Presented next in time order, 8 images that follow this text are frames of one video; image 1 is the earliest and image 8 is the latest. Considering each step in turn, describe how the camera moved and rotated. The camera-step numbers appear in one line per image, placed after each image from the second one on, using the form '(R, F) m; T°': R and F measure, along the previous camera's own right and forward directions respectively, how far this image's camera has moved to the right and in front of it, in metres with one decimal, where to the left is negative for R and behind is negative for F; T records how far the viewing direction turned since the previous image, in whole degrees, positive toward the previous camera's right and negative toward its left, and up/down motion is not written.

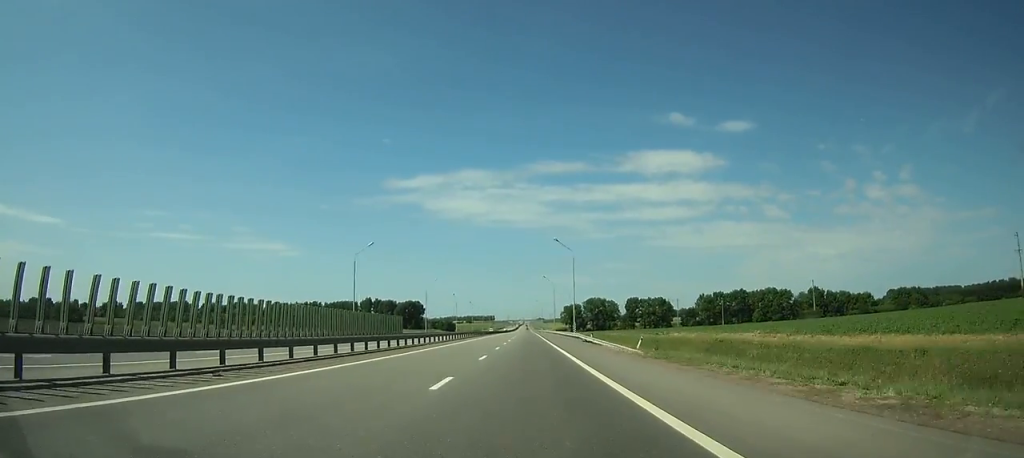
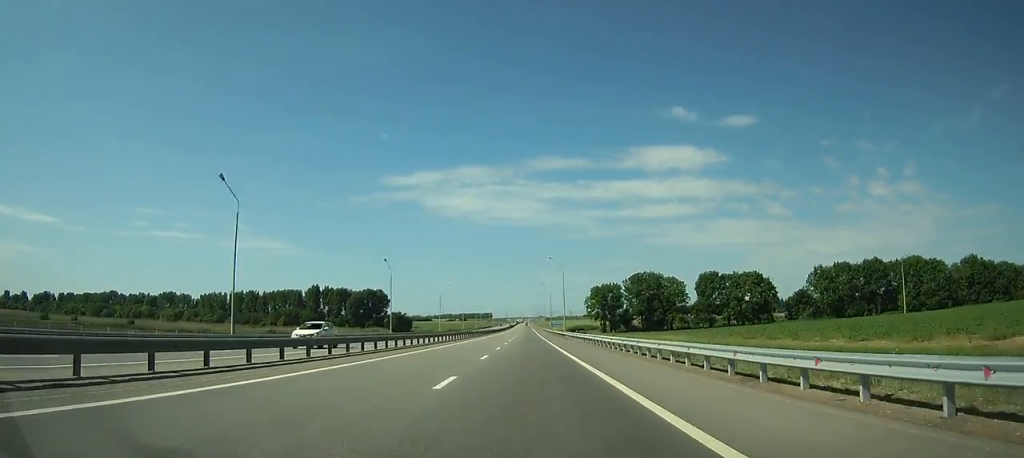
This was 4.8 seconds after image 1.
(+0.2, +148.0) m; 0°
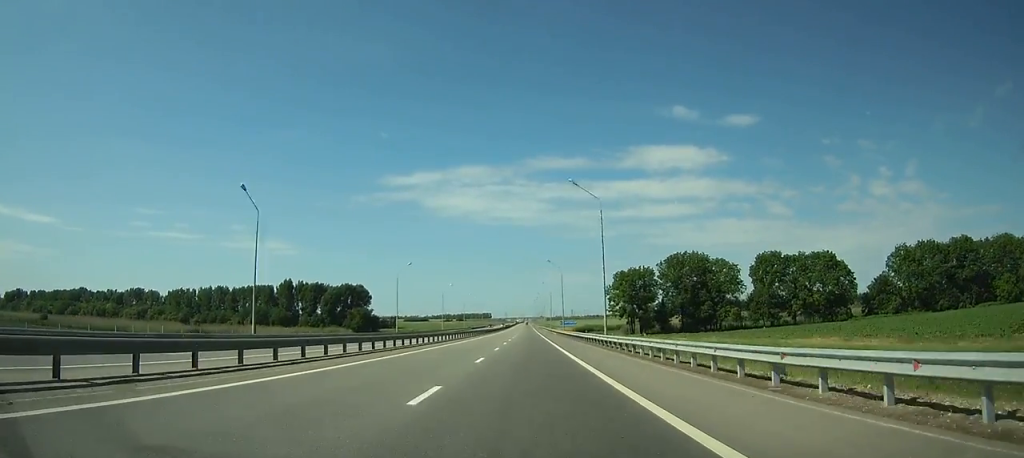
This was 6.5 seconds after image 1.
(0.0, +51.3) m; 0°
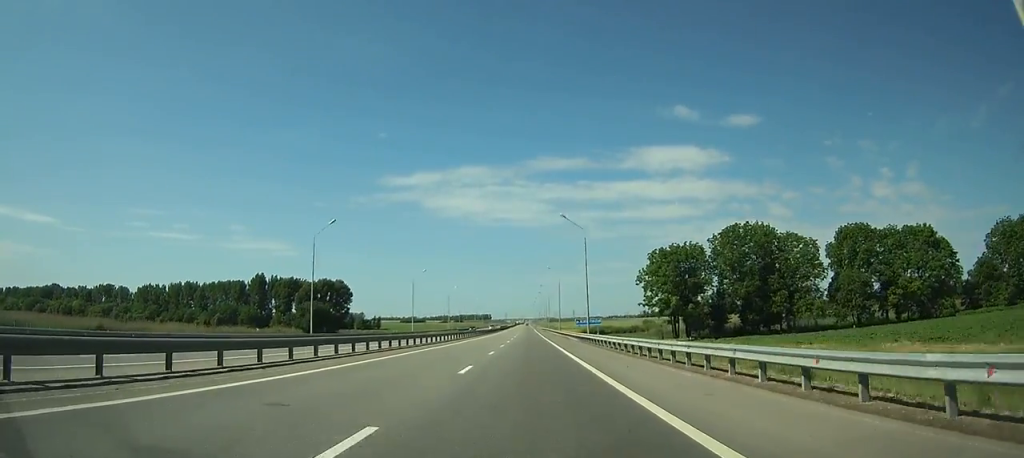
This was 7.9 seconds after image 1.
(0.0, +41.4) m; 0°
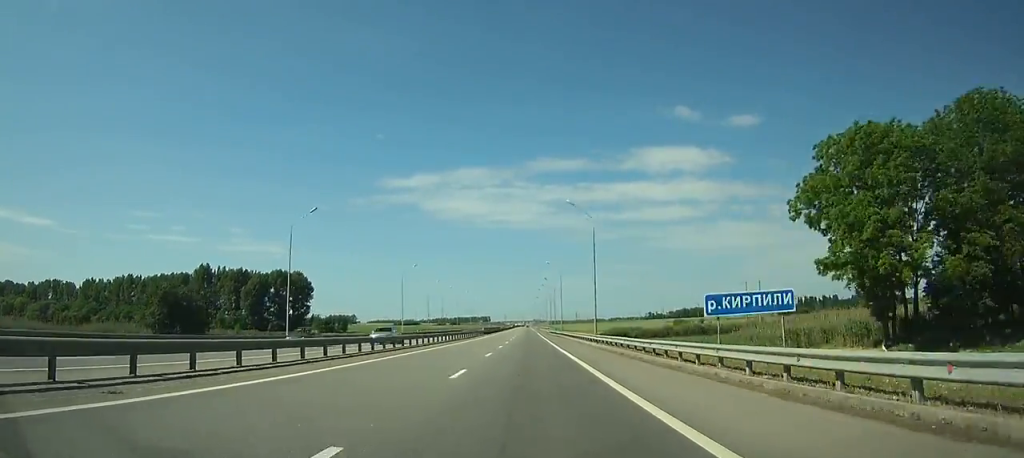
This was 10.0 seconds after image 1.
(-0.1, +60.4) m; 0°
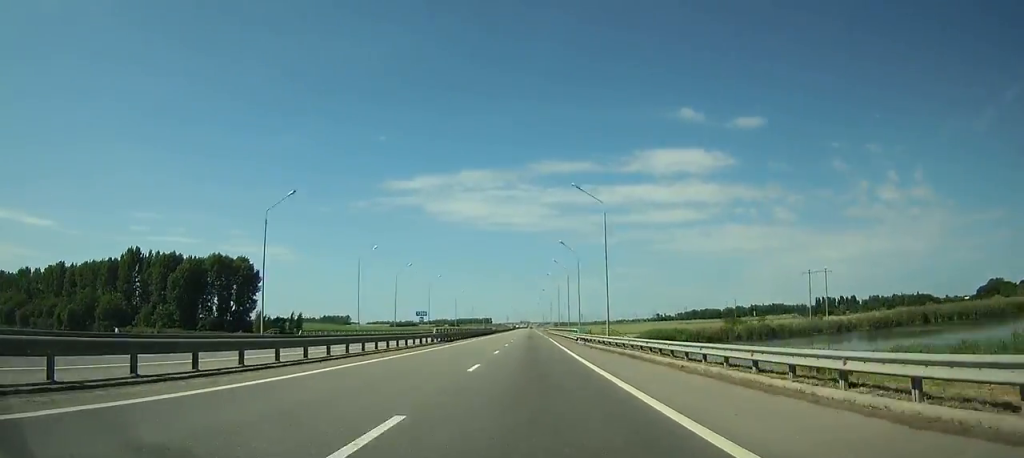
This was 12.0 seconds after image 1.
(-0.1, +56.5) m; 0°
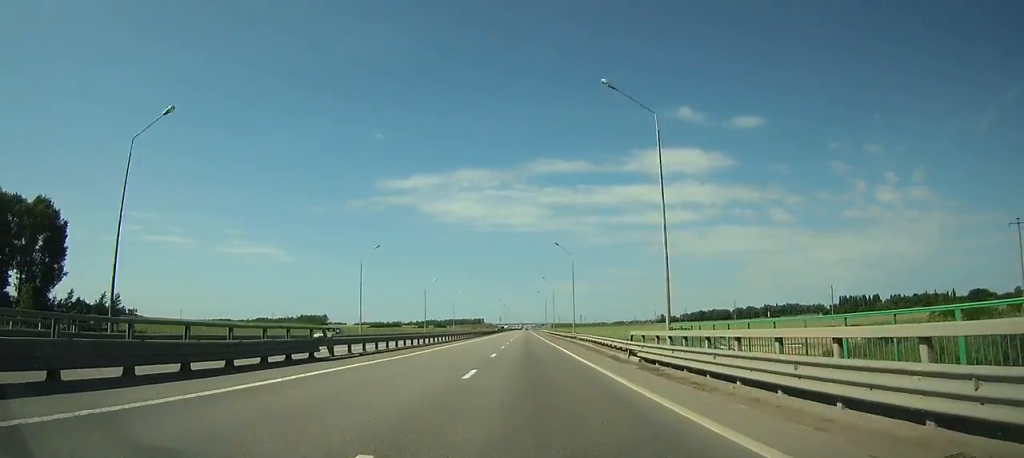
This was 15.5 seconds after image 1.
(-0.1, +98.0) m; 0°
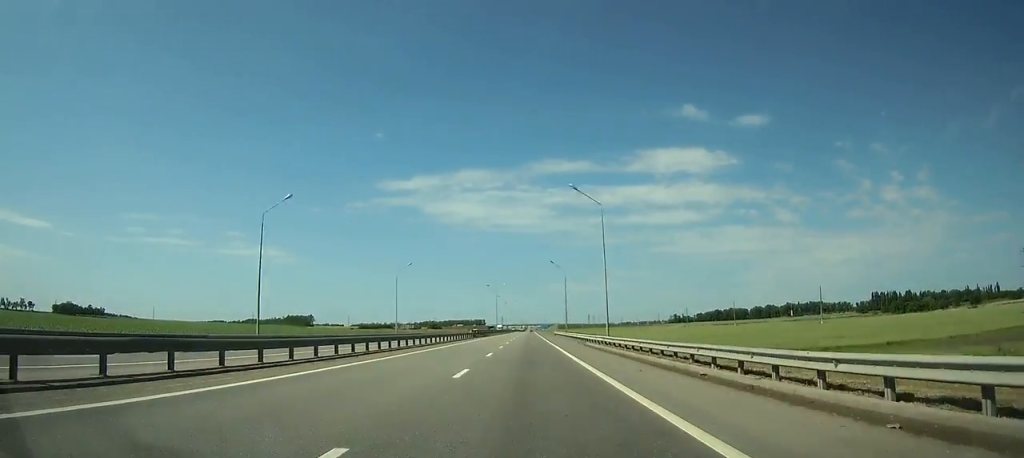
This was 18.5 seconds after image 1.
(+0.2, +86.5) m; 0°
